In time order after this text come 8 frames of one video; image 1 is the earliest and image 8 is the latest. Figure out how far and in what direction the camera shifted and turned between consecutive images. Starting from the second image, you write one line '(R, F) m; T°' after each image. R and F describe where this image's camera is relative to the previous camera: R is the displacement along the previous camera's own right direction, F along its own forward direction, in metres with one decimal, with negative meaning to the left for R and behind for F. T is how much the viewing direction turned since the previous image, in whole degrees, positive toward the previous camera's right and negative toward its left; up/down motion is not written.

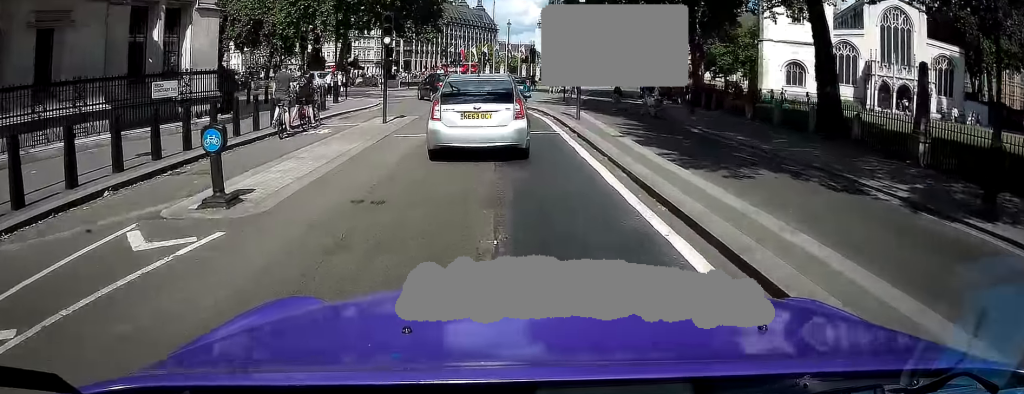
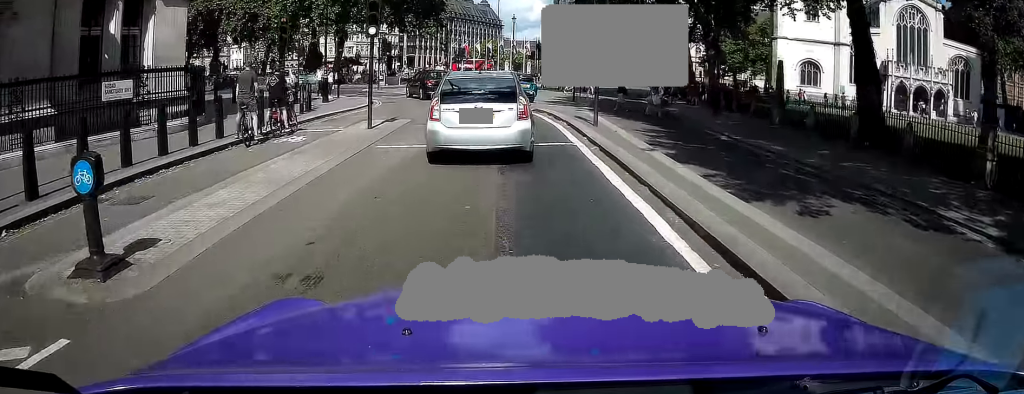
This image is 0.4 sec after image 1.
(+0.1, +2.7) m; -3°
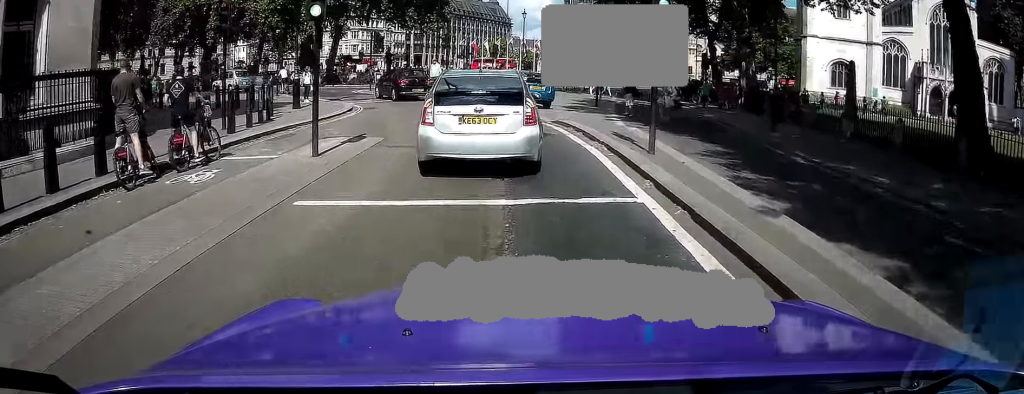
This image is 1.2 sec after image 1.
(-0.4, +5.2) m; -4°
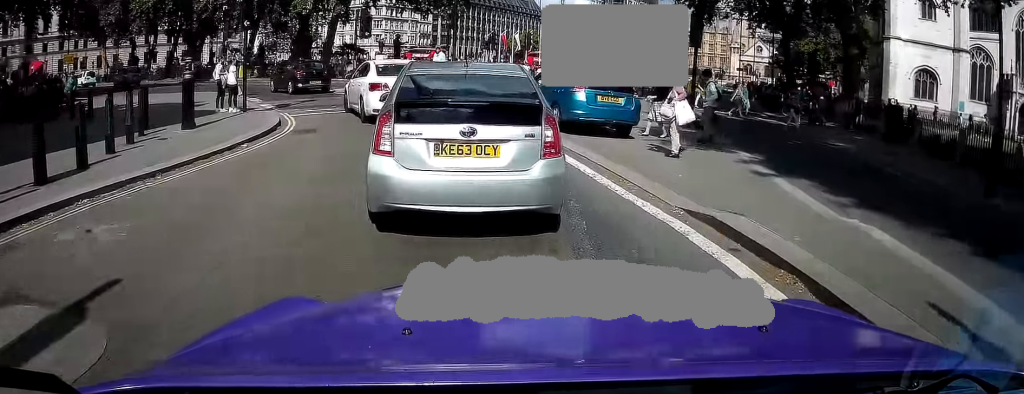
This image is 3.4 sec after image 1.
(-0.4, +10.9) m; -7°
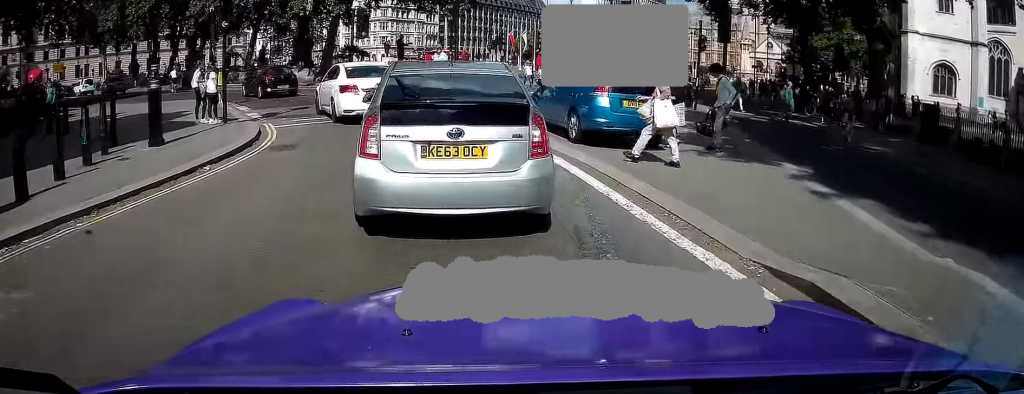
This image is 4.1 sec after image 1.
(-0.2, +1.9) m; -4°
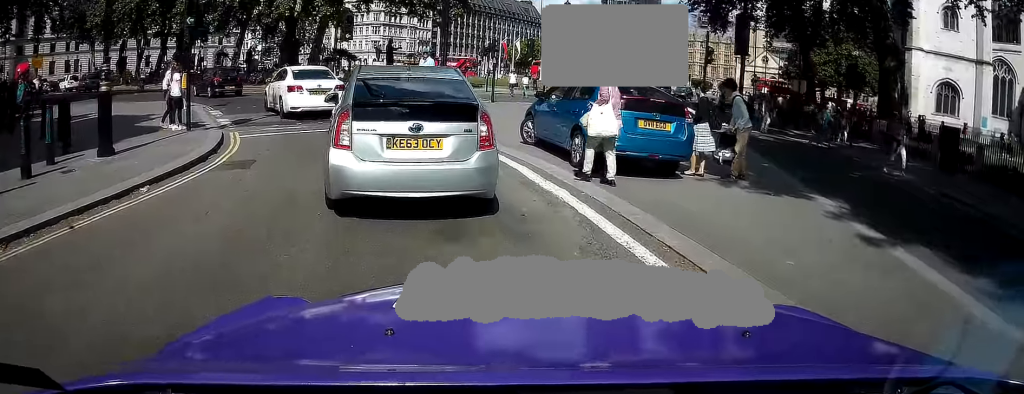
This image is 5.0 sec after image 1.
(-0.1, +2.2) m; -4°
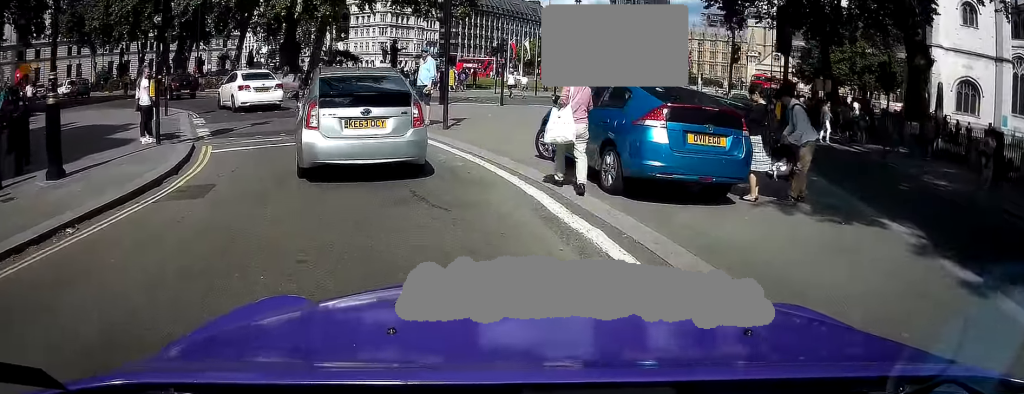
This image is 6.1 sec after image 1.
(-0.1, +2.5) m; -4°
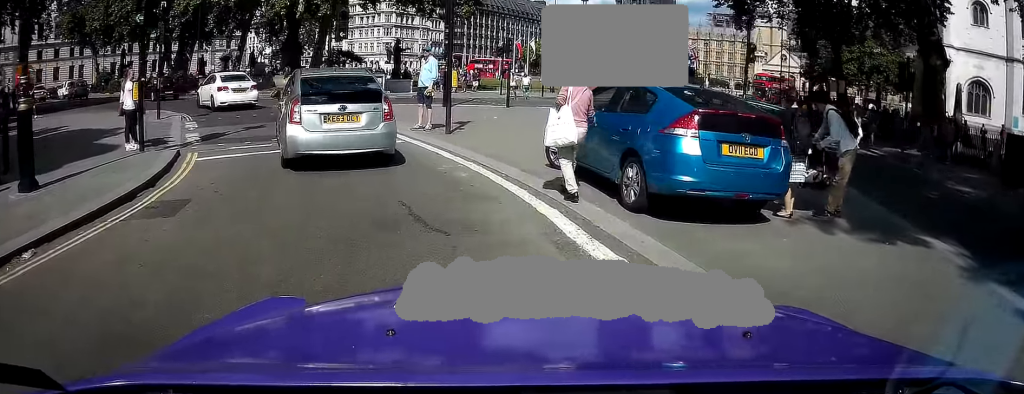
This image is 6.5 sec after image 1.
(0.0, +1.1) m; -2°
